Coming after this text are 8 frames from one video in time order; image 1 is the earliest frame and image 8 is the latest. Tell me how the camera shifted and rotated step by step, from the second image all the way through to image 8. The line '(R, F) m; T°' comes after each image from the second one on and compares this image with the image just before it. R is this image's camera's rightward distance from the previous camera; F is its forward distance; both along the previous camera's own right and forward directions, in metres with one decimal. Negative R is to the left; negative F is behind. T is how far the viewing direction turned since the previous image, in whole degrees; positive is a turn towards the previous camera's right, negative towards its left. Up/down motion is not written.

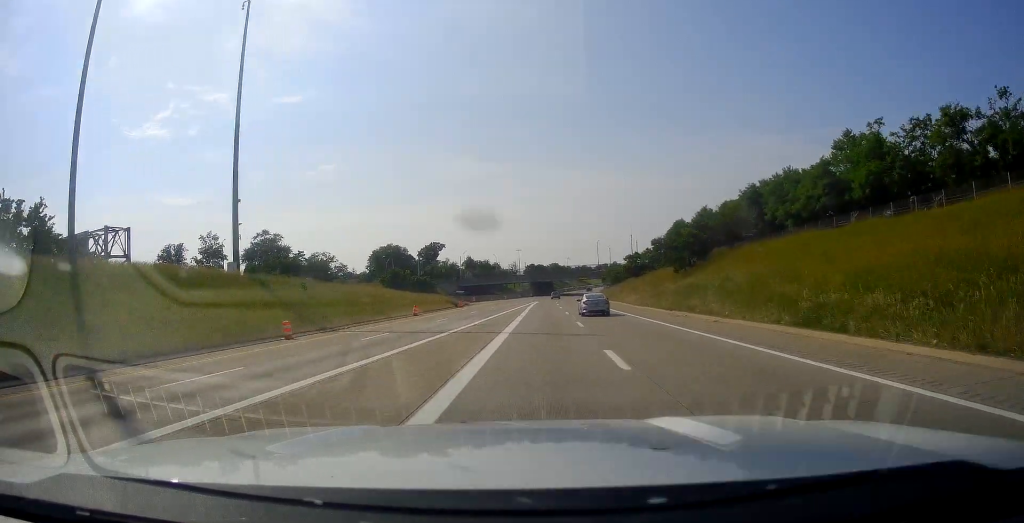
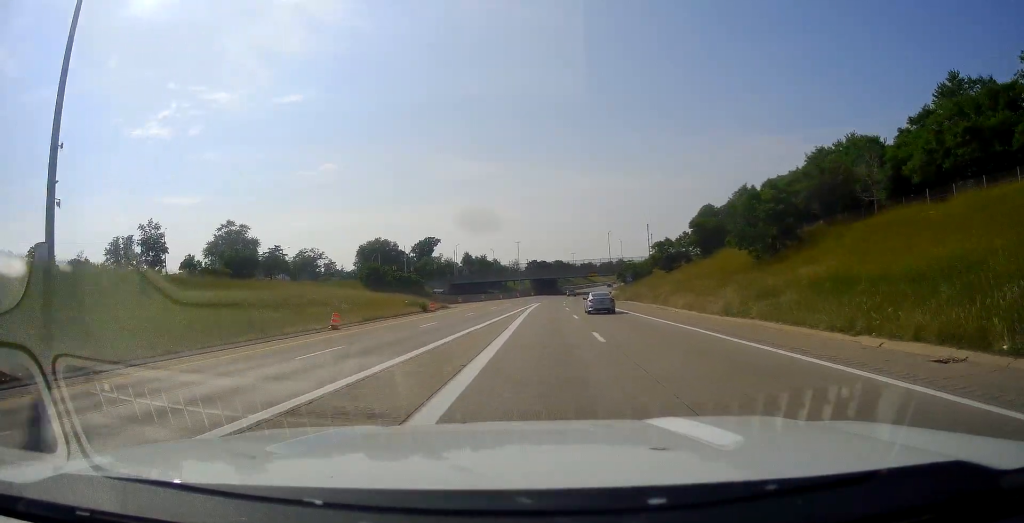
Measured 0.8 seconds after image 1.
(0.0, +23.8) m; 0°
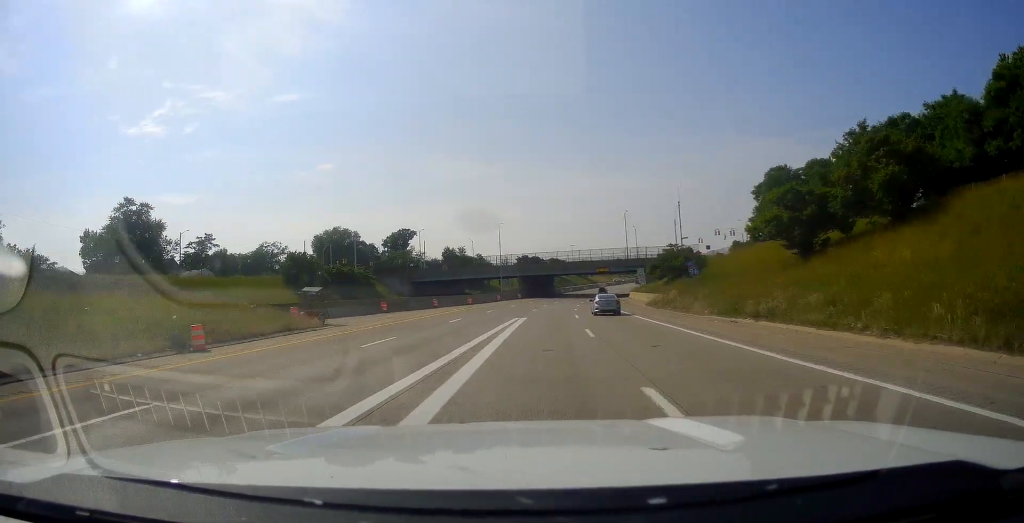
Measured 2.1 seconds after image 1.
(+0.4, +42.7) m; 0°
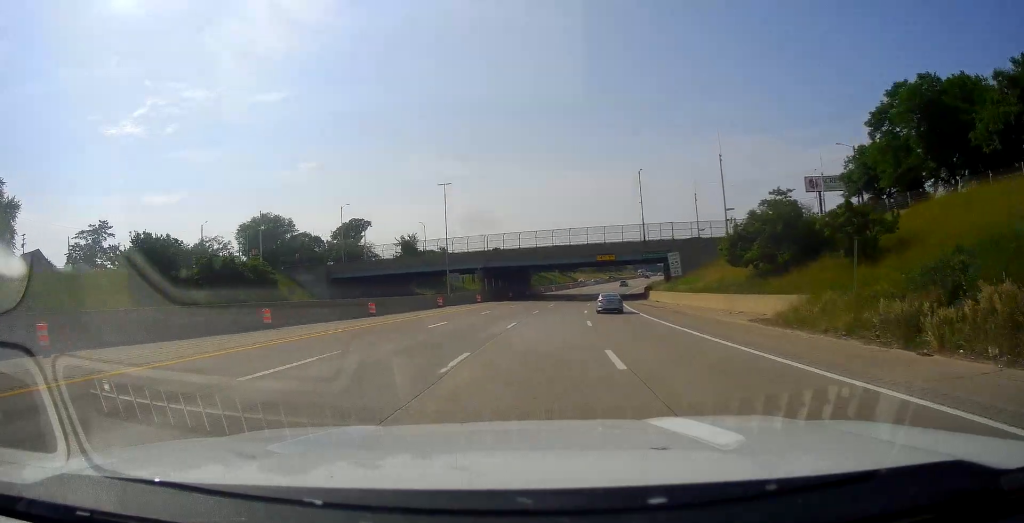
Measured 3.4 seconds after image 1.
(-0.4, +39.0) m; 0°
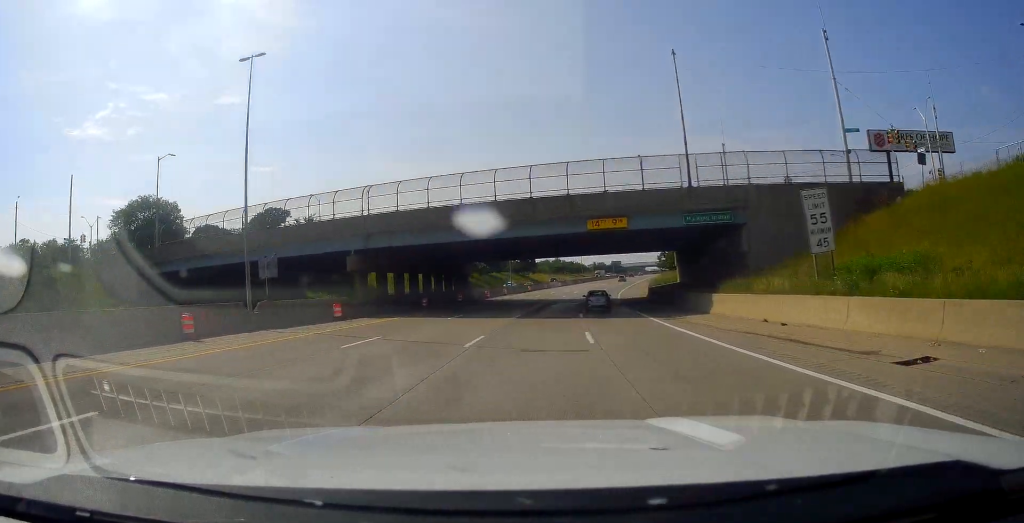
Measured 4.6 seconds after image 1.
(+1.2, +39.4) m; +4°
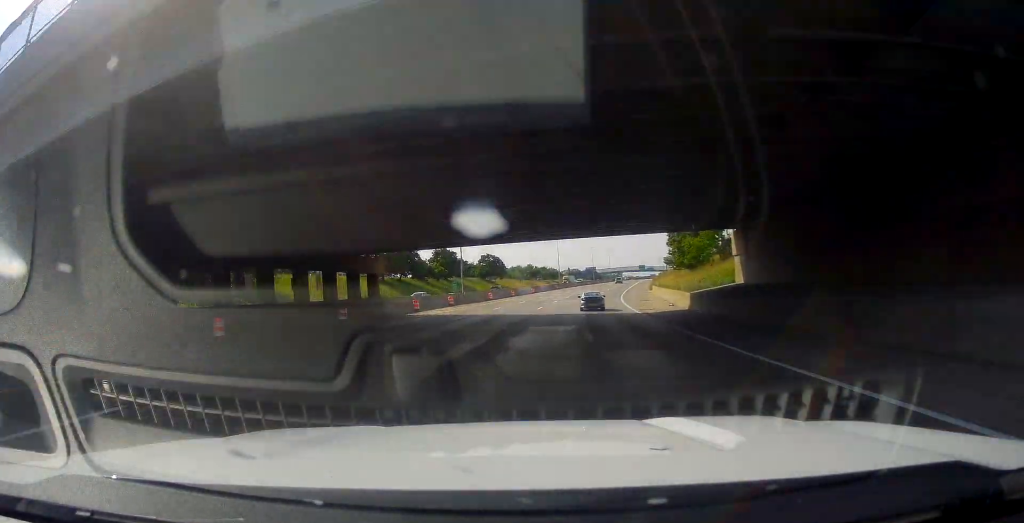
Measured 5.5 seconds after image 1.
(+0.9, +30.2) m; +2°
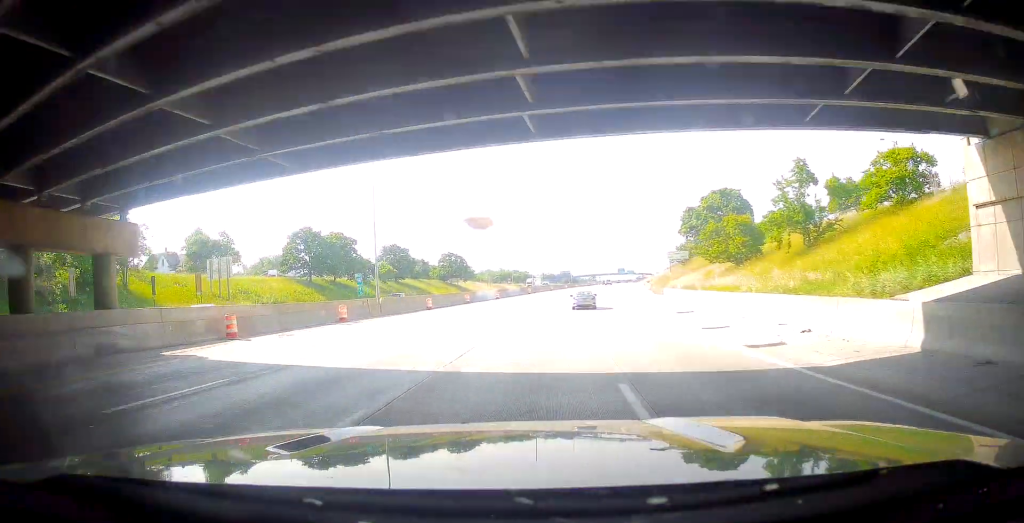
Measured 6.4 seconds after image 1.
(+0.2, +27.1) m; +2°
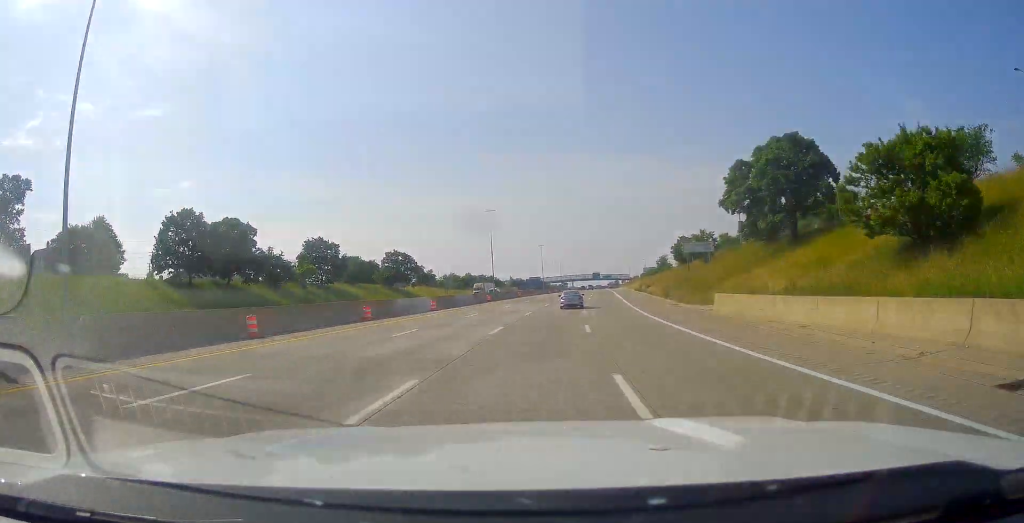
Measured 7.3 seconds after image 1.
(+0.4, +29.1) m; +4°
